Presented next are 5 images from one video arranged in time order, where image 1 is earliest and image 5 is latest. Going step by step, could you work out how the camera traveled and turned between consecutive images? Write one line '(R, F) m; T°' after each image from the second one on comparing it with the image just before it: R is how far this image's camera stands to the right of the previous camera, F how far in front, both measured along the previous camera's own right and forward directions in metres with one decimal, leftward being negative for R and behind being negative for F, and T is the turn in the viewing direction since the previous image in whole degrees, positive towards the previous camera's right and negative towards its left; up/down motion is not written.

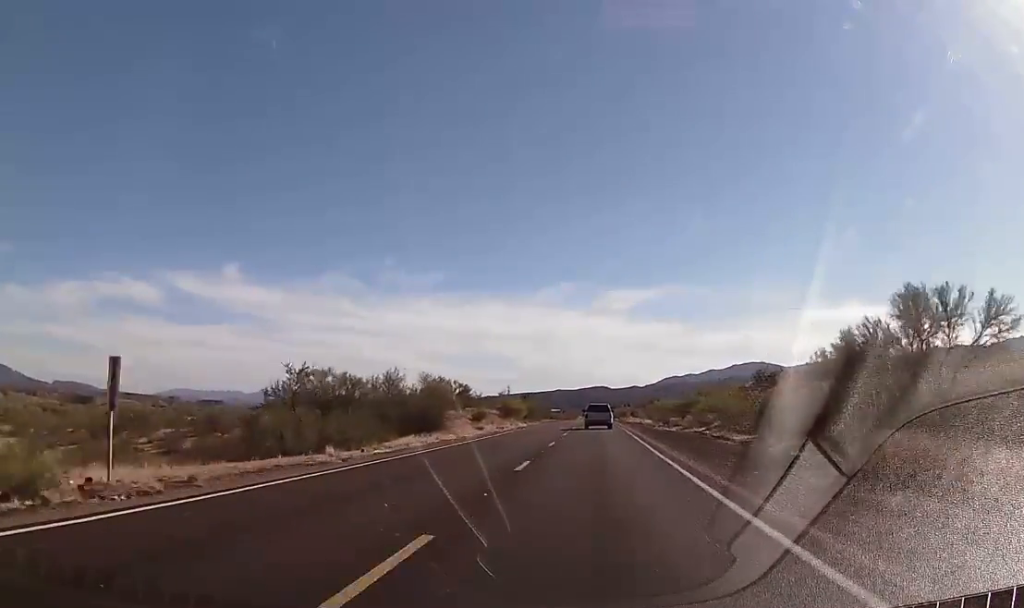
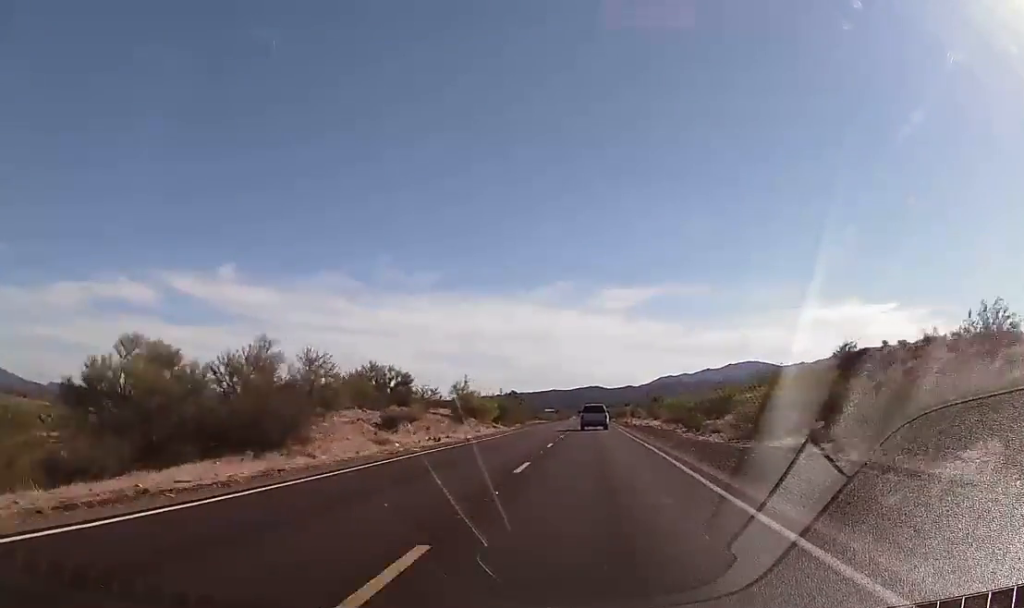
(-0.1, +25.0) m; 0°
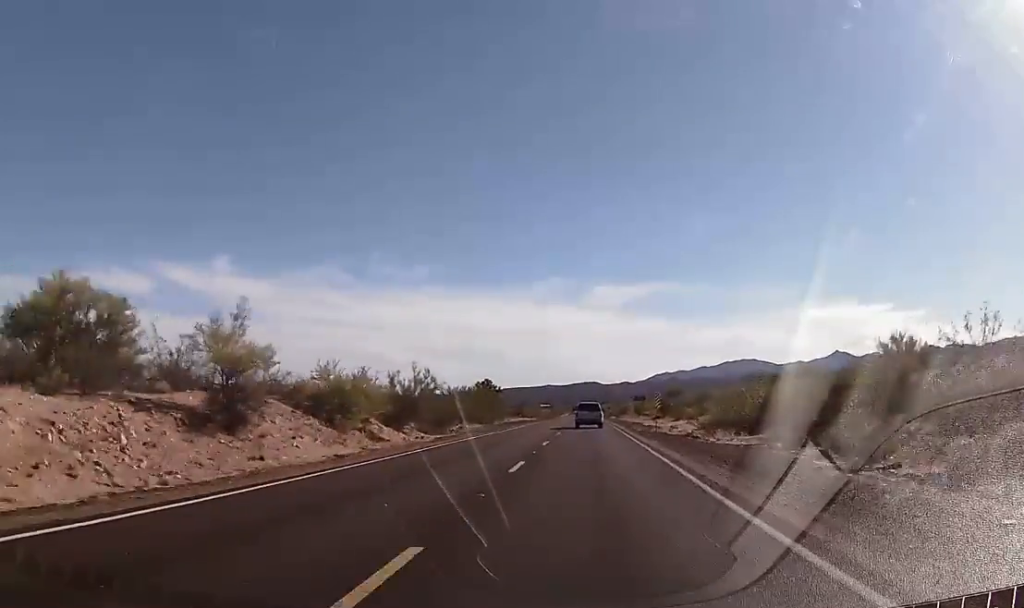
(0.0, +35.6) m; 0°
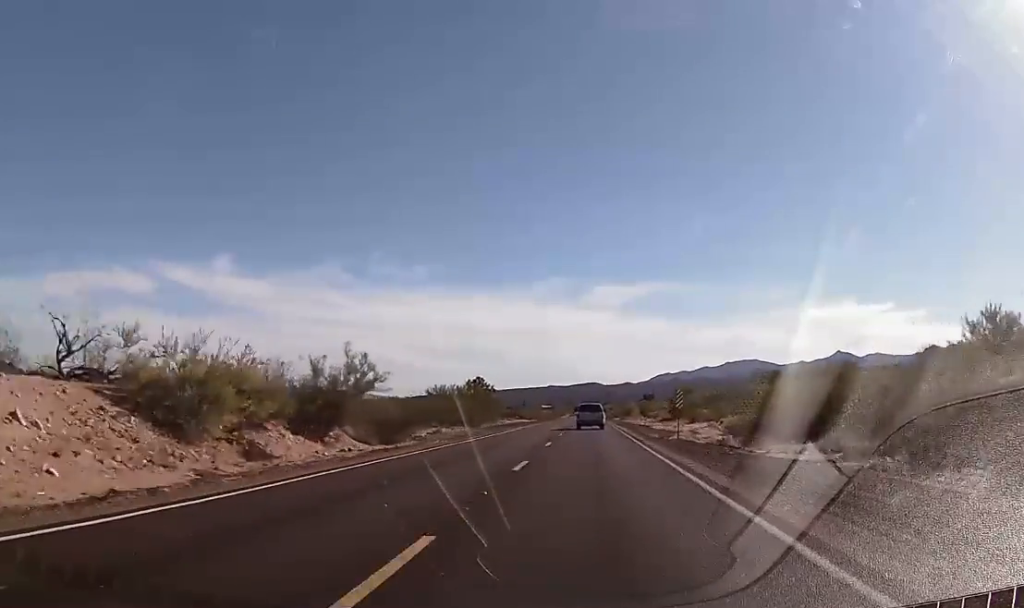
(0.0, +11.6) m; 0°
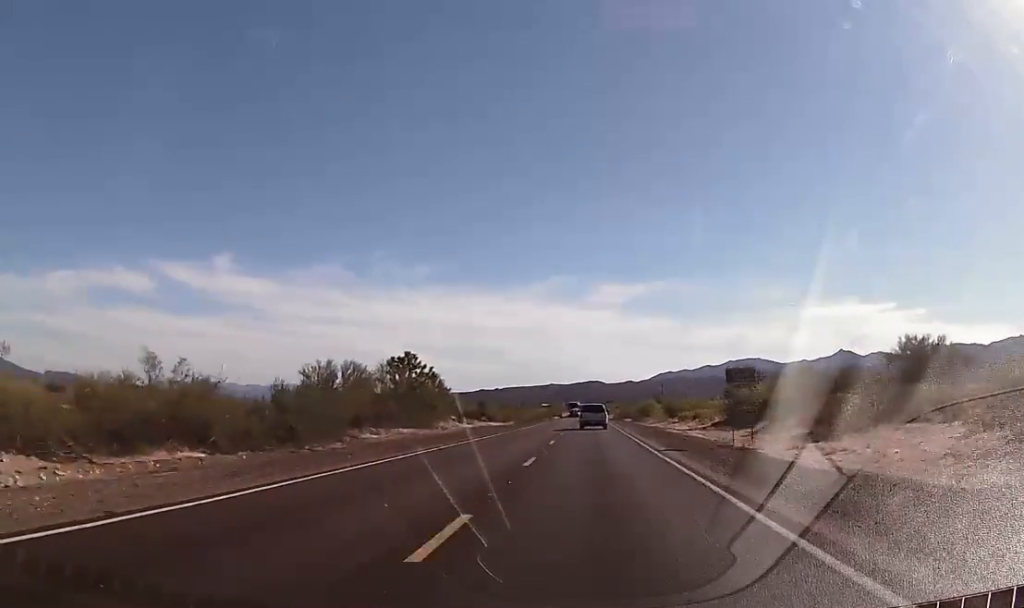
(0.0, +47.0) m; +1°
